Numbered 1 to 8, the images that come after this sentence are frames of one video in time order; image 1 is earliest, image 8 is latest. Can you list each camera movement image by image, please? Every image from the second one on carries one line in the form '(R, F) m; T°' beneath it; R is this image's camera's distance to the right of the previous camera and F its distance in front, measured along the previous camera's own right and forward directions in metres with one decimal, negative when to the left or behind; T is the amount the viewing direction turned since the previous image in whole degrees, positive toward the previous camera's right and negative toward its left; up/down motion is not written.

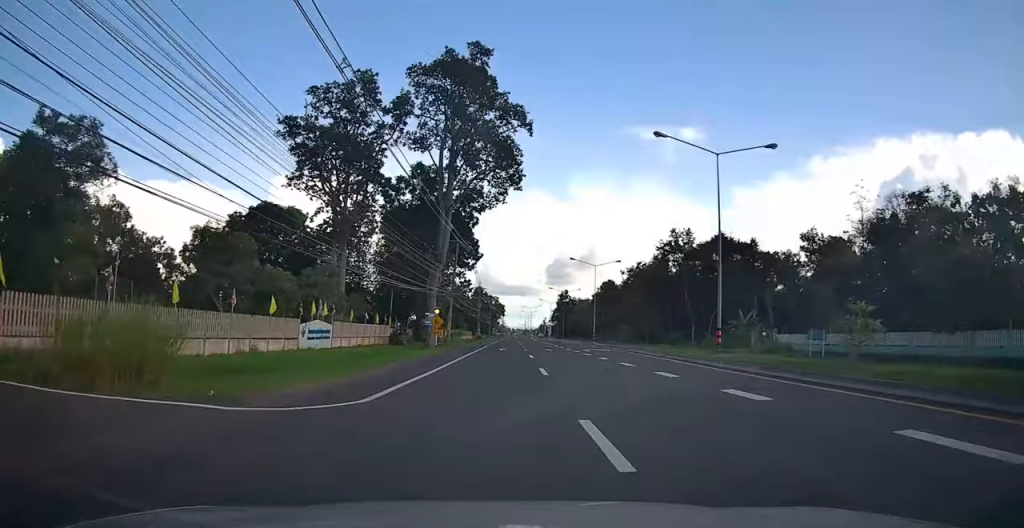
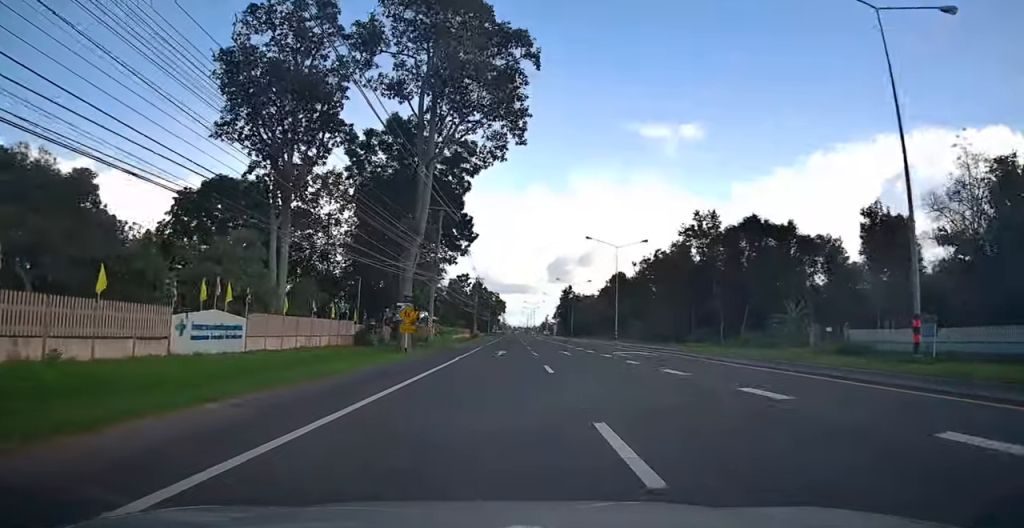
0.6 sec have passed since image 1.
(-0.3, +12.7) m; 0°
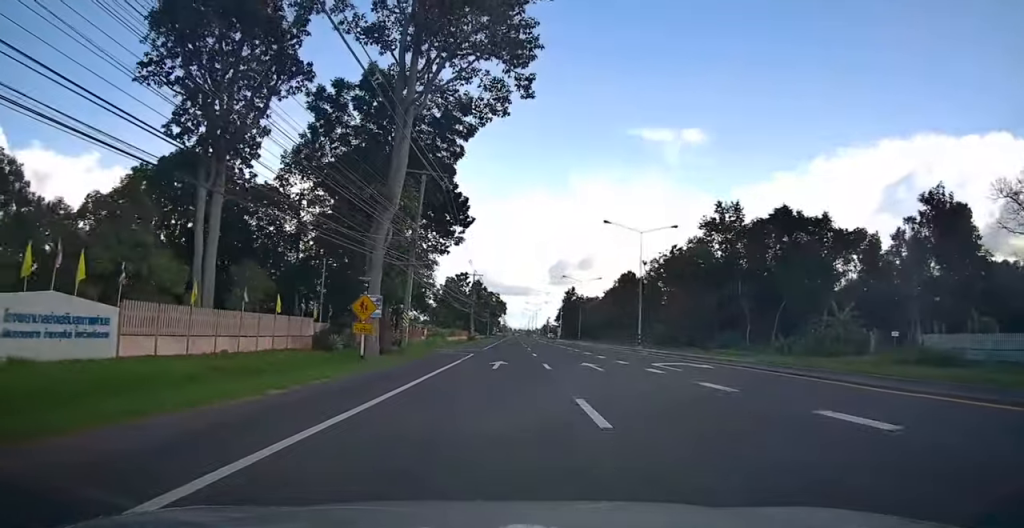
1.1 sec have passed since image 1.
(+0.4, +9.0) m; 0°
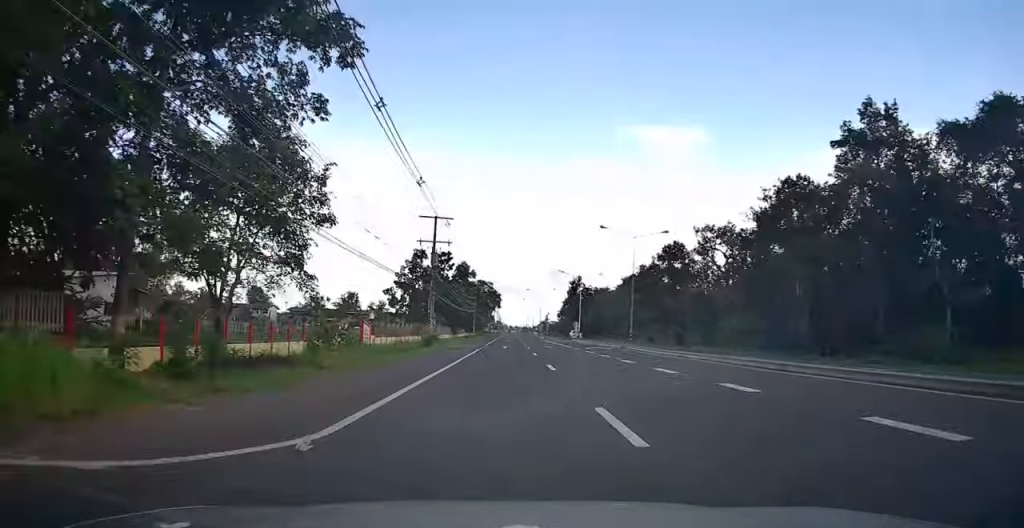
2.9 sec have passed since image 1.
(-0.1, +37.0) m; 0°
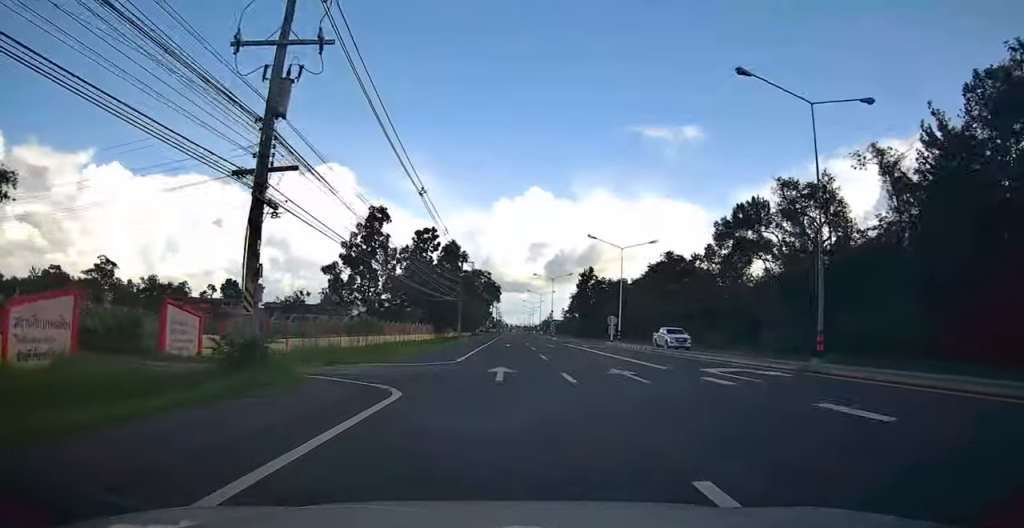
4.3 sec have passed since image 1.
(-0.1, +28.3) m; 0°
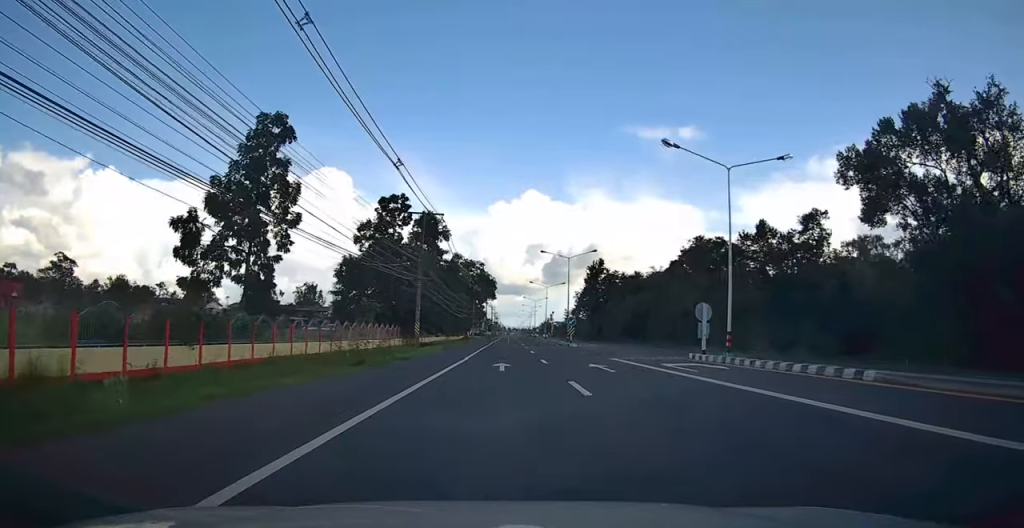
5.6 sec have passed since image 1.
(+0.5, +26.5) m; 0°
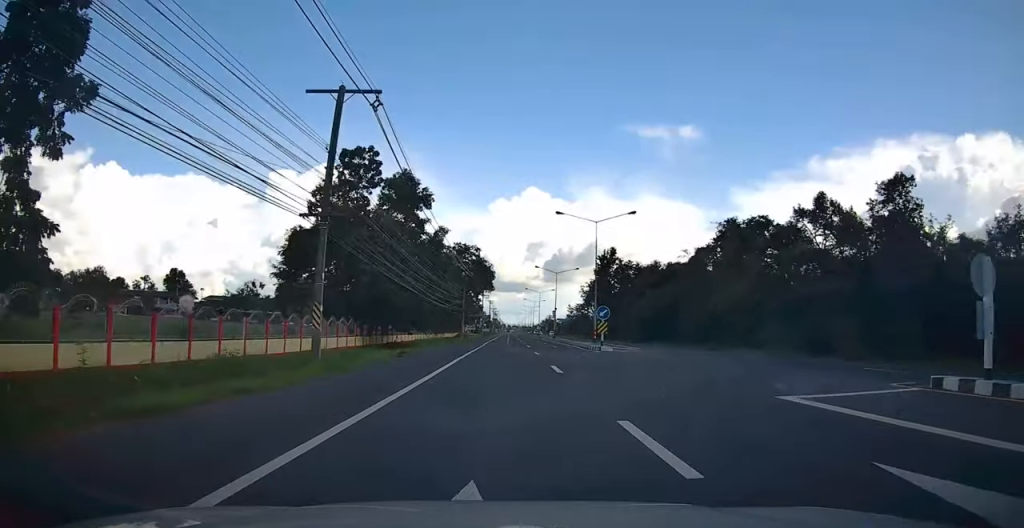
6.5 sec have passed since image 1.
(-0.6, +18.4) m; 0°
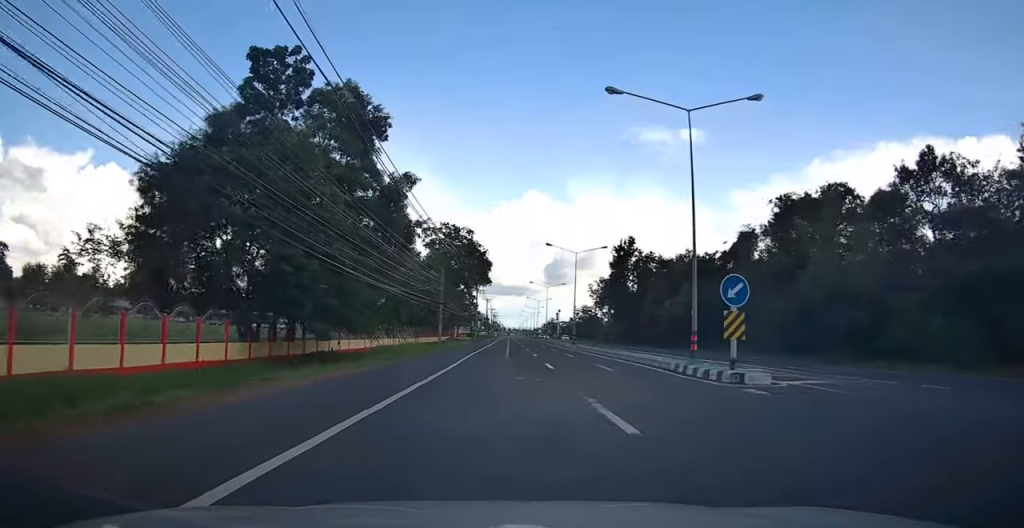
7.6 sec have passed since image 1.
(+0.6, +21.7) m; 0°
